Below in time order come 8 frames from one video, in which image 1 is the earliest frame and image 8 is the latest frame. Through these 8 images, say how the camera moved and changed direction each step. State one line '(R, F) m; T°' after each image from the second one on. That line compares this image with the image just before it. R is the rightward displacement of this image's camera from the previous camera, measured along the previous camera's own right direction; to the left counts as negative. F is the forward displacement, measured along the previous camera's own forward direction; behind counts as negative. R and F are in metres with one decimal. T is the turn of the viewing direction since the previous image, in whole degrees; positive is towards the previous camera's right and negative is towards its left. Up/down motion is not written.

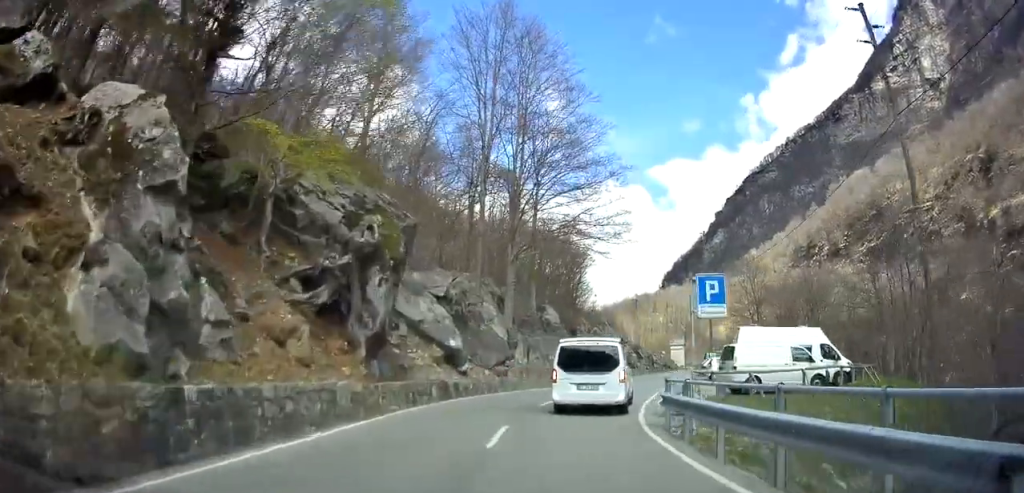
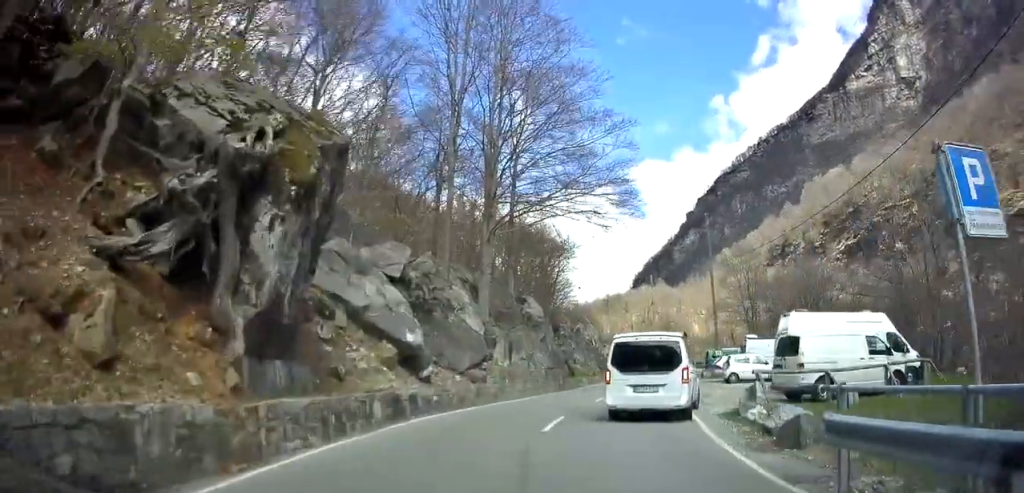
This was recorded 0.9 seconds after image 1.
(0.0, +7.8) m; +2°
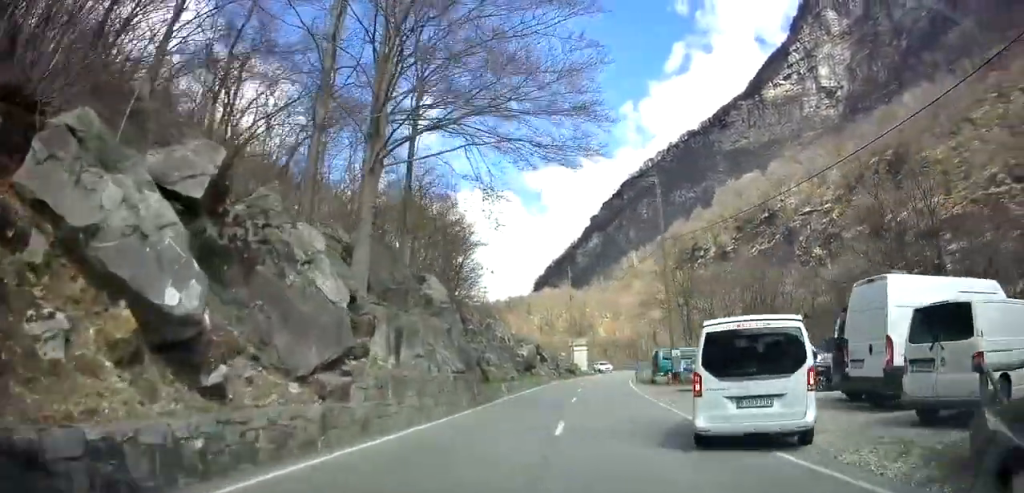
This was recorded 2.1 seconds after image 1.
(+0.6, +10.8) m; +7°
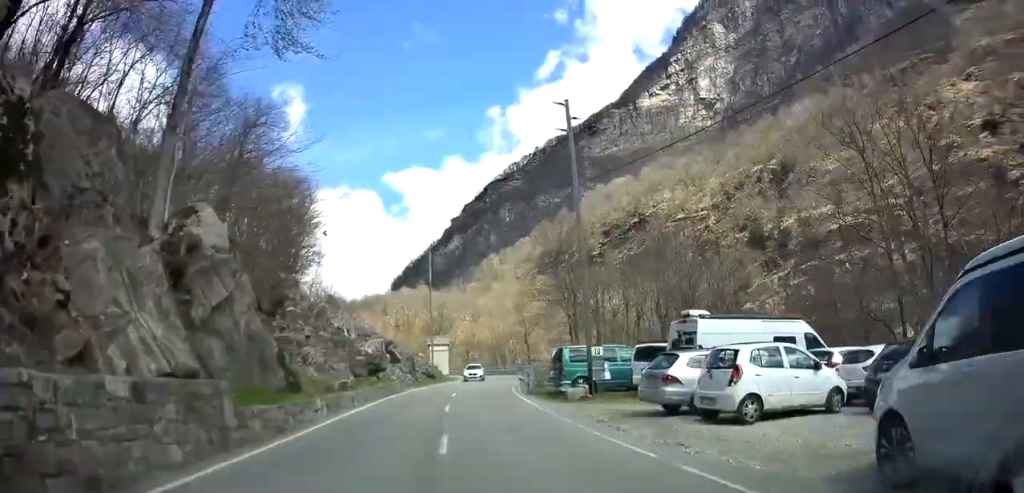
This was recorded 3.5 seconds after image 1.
(+0.8, +11.9) m; +7°
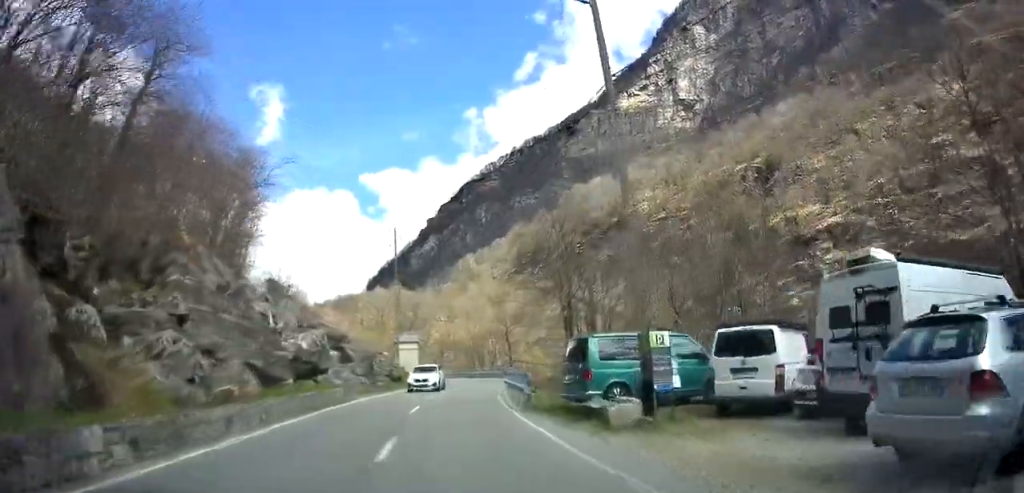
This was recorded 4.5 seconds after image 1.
(+0.4, +9.2) m; +5°
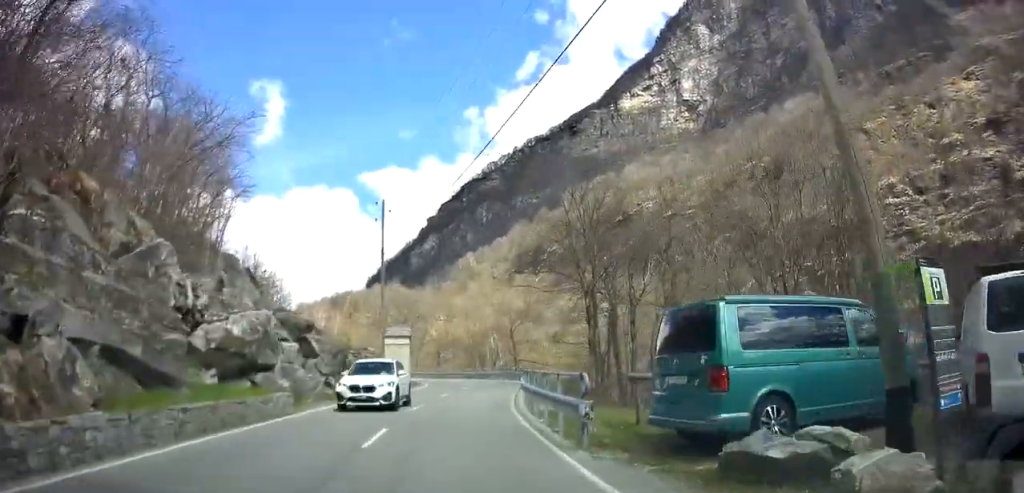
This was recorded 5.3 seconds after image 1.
(+0.3, +7.7) m; +1°
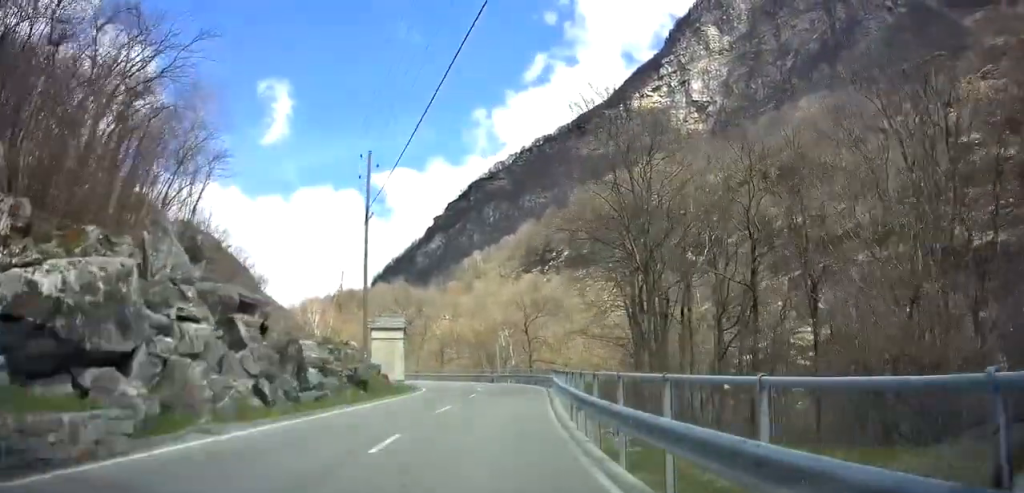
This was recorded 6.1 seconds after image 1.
(+0.1, +8.9) m; +1°
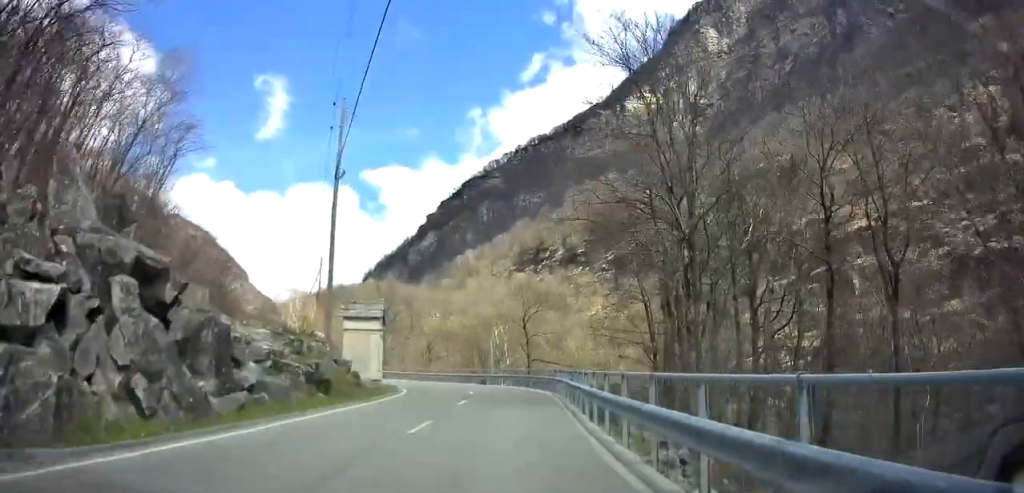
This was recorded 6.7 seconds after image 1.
(-0.2, +6.2) m; +1°
